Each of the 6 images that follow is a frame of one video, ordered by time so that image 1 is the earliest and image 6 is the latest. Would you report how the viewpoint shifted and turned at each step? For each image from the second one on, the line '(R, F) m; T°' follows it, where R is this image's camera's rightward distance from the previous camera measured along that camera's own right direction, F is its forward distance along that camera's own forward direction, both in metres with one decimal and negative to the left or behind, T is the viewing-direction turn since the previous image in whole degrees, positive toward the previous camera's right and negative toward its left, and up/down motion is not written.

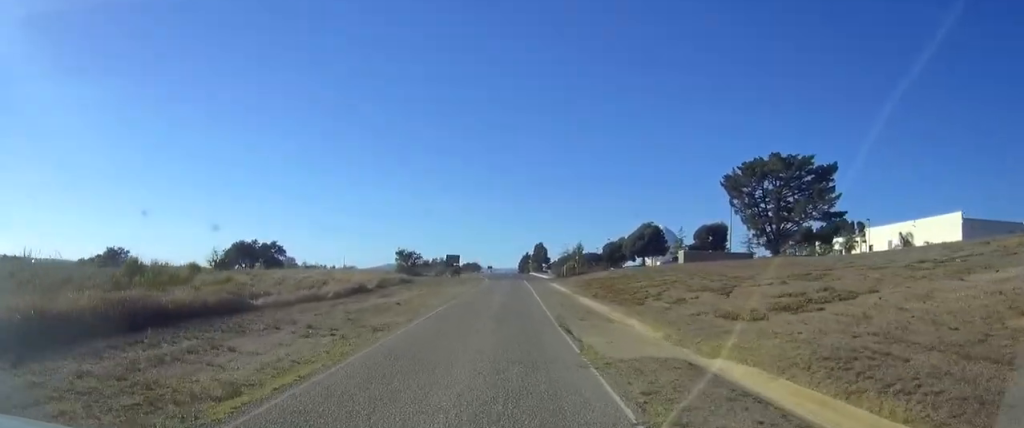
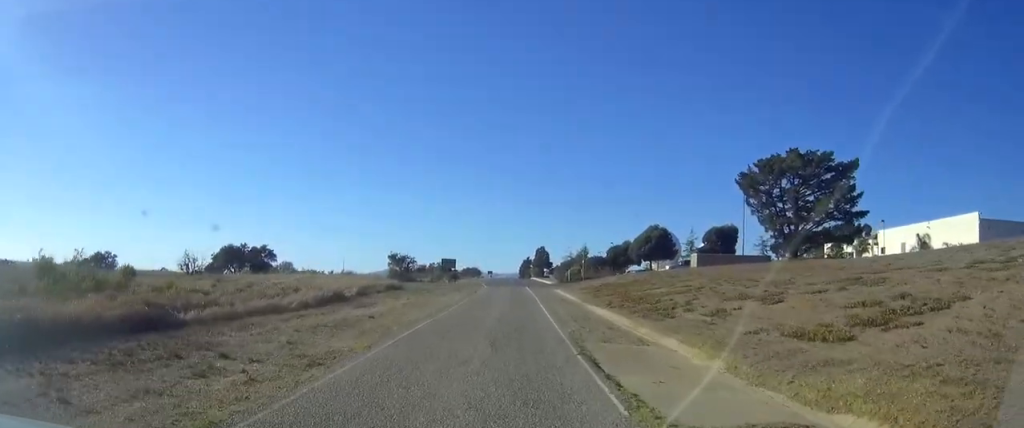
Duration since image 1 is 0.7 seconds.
(0.0, +4.6) m; 0°
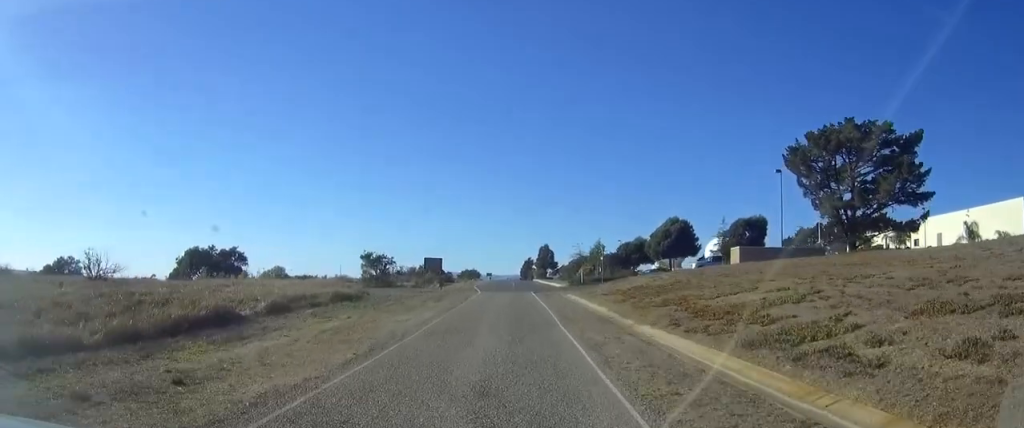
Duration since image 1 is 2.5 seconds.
(+0.1, +11.9) m; +1°
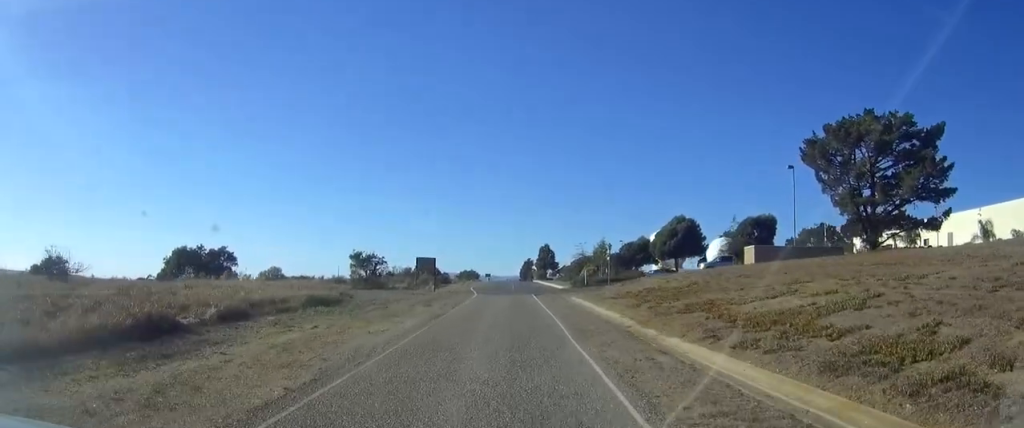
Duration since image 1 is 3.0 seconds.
(0.0, +3.4) m; 0°
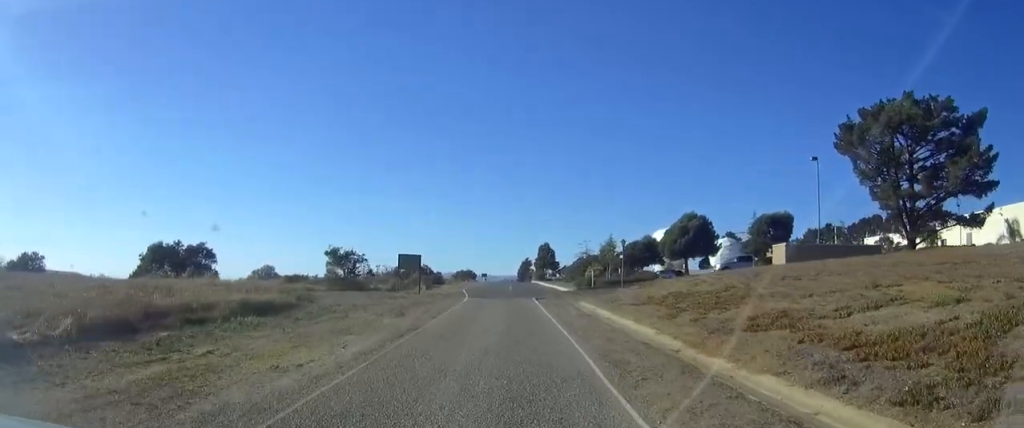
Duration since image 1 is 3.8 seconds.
(-0.1, +5.9) m; 0°
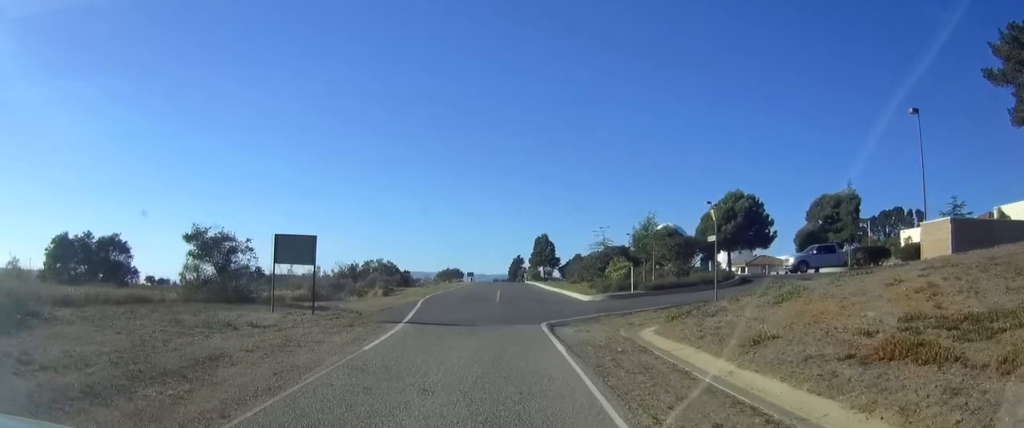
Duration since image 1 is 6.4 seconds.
(+0.2, +18.3) m; +1°
